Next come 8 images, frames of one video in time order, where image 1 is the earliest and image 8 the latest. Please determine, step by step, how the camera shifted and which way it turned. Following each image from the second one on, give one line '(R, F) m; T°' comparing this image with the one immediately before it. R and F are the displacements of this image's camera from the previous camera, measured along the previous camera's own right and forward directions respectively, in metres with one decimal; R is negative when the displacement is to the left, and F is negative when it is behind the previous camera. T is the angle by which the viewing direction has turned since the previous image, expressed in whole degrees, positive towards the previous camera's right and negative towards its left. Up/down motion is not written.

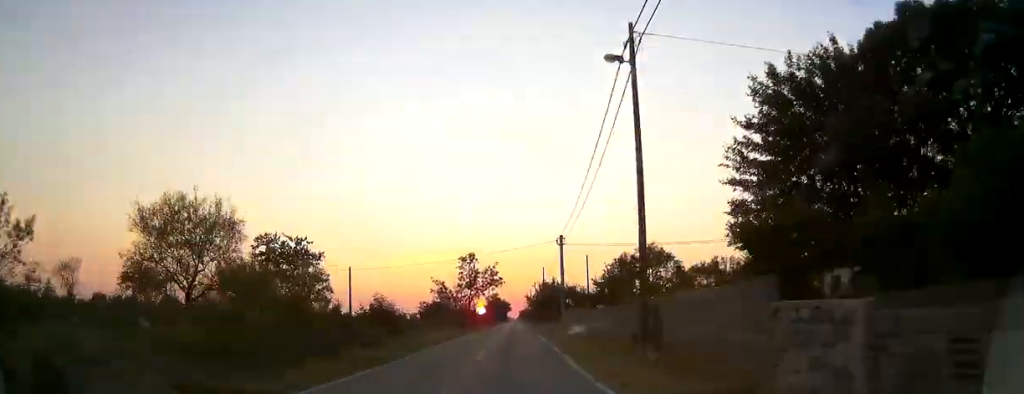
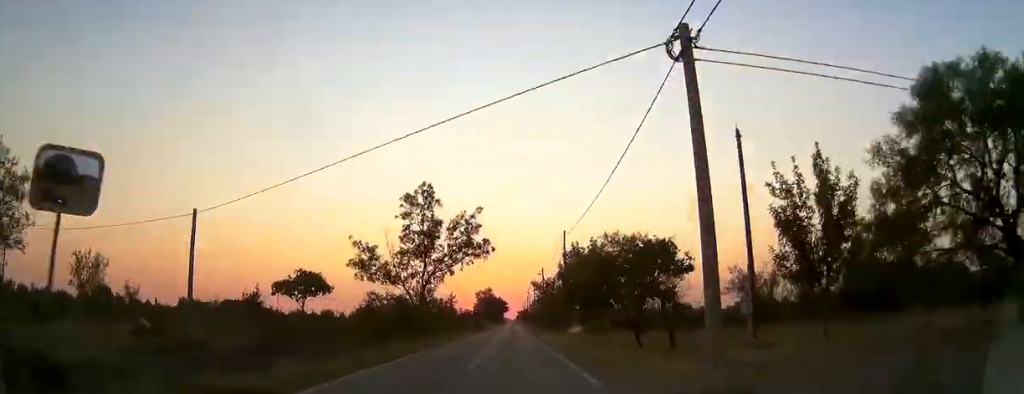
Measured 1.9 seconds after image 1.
(+0.2, +32.6) m; +1°
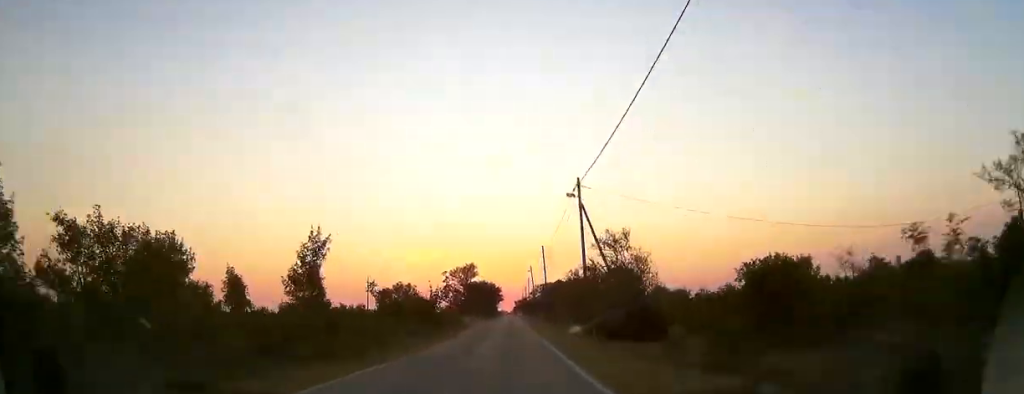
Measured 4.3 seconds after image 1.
(0.0, +43.0) m; 0°
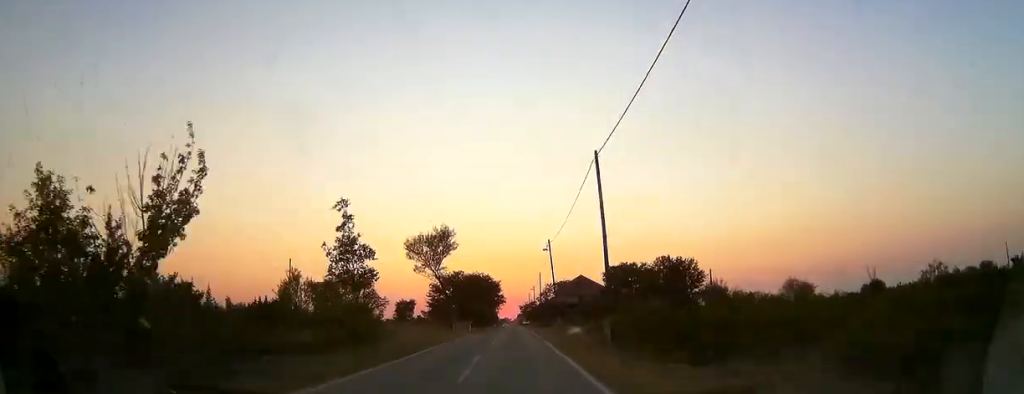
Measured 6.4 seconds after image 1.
(+0.1, +35.6) m; 0°
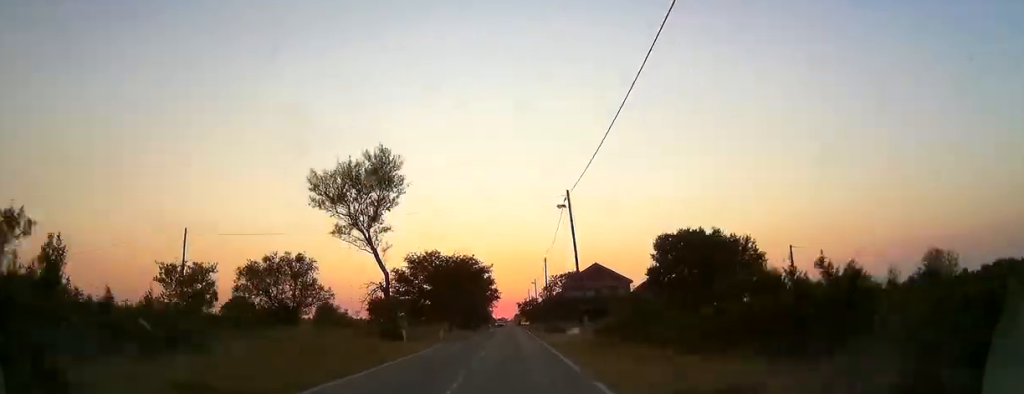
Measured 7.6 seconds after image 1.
(+0.1, +20.4) m; 0°
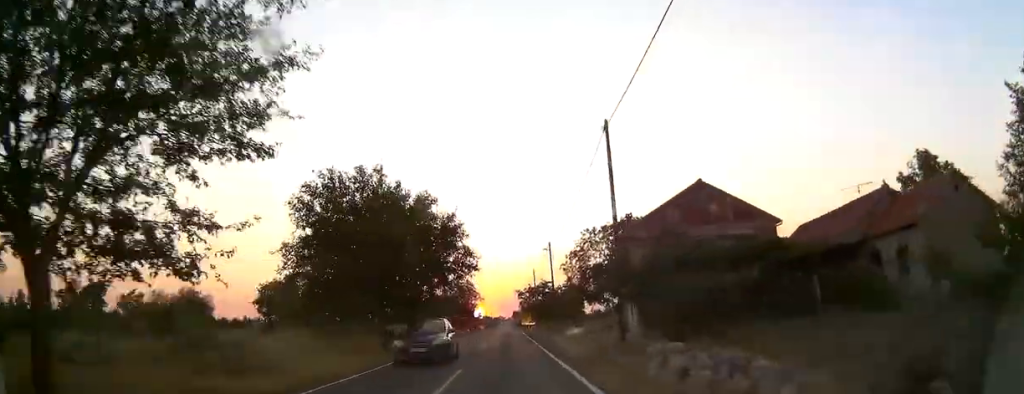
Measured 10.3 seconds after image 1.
(-0.1, +44.4) m; 0°
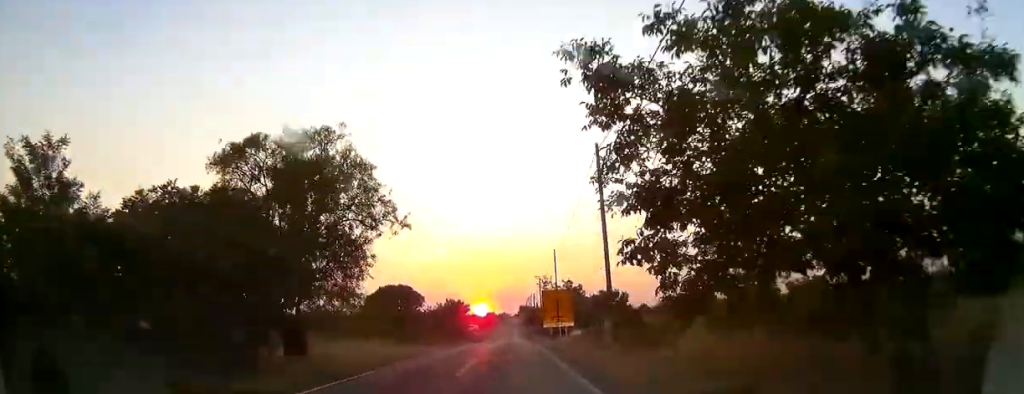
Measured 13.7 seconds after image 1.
(-0.2, +55.9) m; -1°
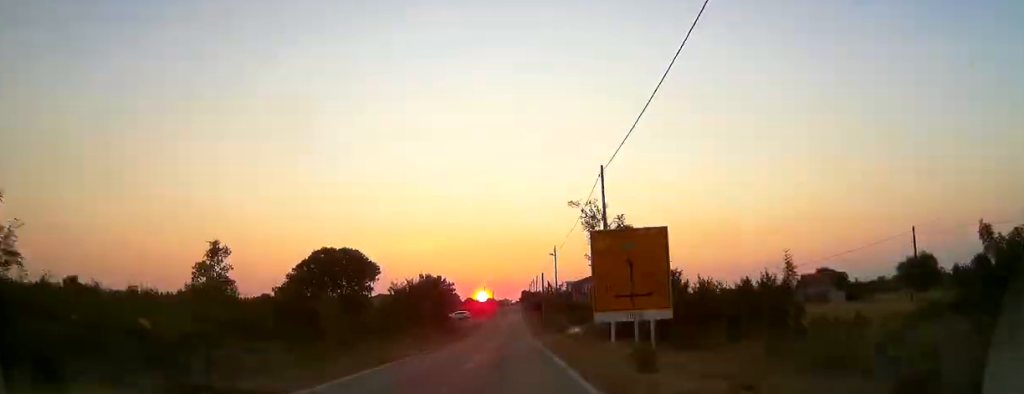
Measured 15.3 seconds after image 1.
(-0.4, +26.4) m; 0°
